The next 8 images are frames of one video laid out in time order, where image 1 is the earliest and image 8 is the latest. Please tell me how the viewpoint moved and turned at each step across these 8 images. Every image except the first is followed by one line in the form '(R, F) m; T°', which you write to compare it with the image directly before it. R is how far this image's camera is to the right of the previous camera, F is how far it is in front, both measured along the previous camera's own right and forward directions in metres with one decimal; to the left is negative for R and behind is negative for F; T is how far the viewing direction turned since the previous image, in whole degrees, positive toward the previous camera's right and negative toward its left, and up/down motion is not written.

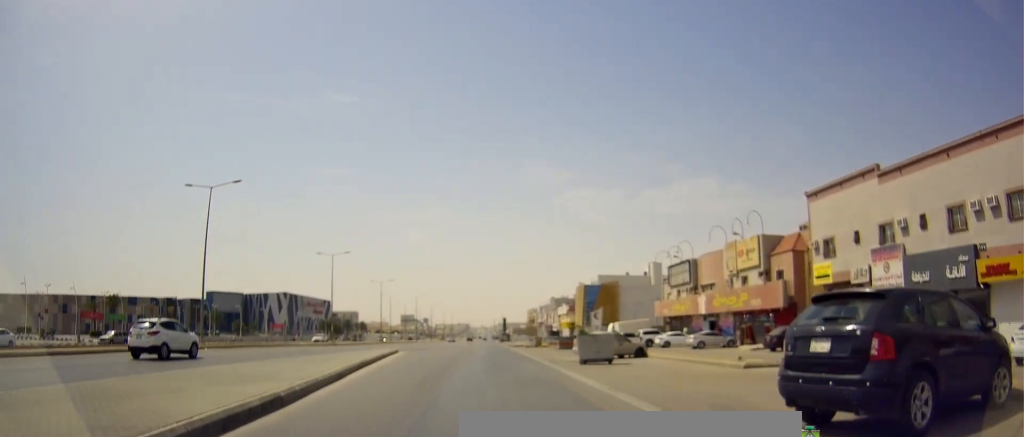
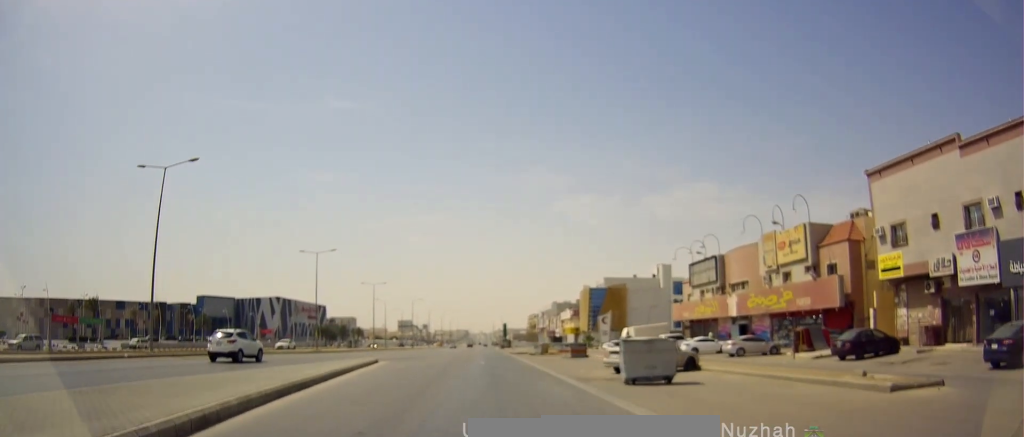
(-0.1, +7.8) m; 0°
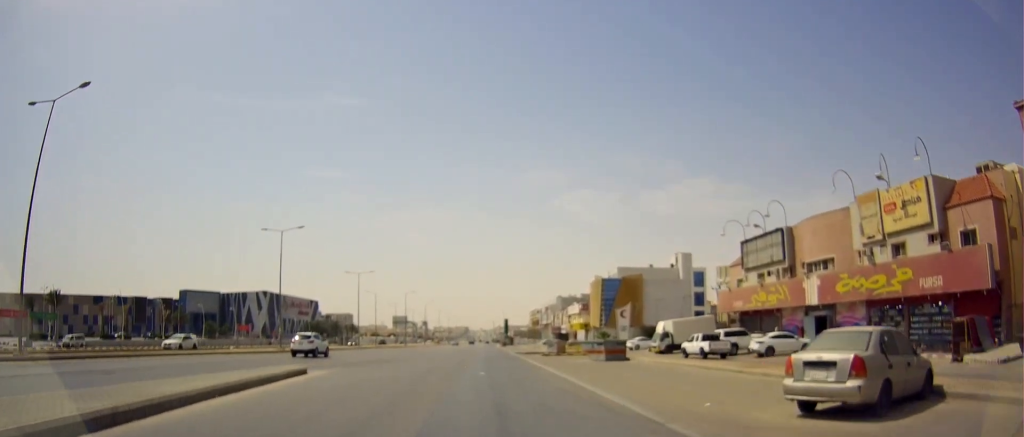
(+0.2, +13.7) m; +3°
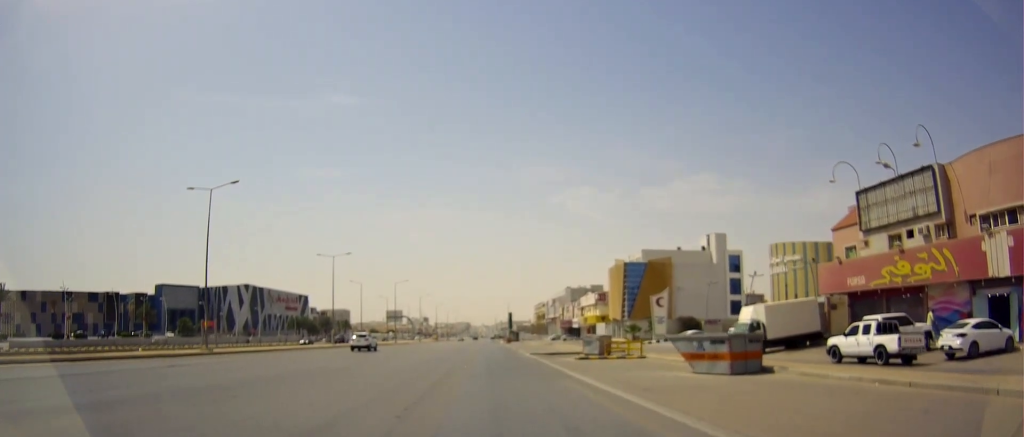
(-0.3, +18.3) m; -3°
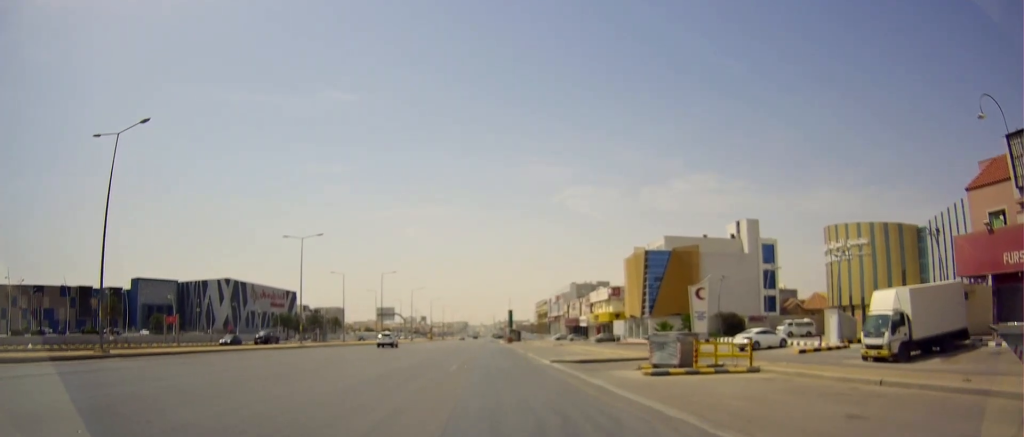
(-0.2, +14.6) m; -1°
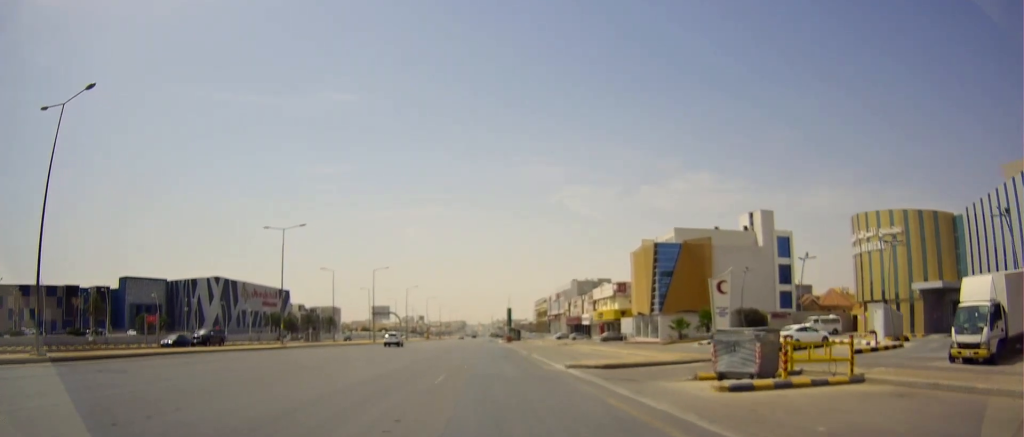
(0.0, +6.2) m; +2°
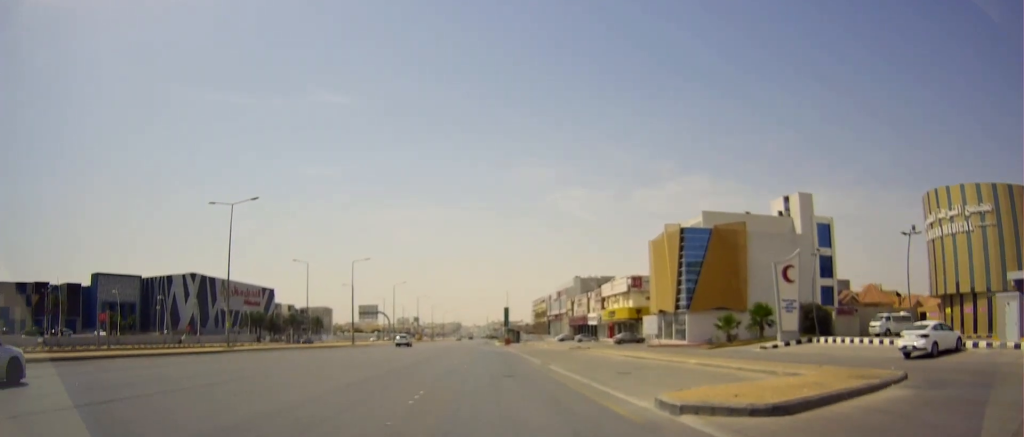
(+0.6, +13.5) m; +2°
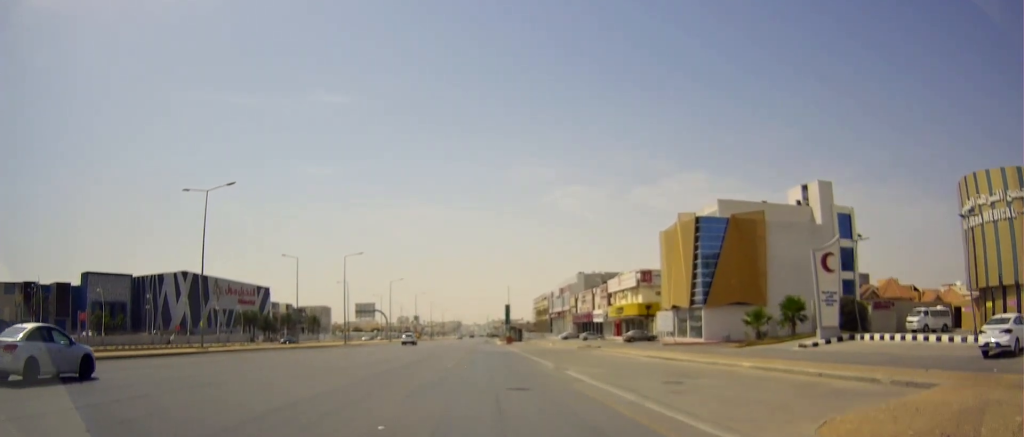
(0.0, +5.4) m; -1°
